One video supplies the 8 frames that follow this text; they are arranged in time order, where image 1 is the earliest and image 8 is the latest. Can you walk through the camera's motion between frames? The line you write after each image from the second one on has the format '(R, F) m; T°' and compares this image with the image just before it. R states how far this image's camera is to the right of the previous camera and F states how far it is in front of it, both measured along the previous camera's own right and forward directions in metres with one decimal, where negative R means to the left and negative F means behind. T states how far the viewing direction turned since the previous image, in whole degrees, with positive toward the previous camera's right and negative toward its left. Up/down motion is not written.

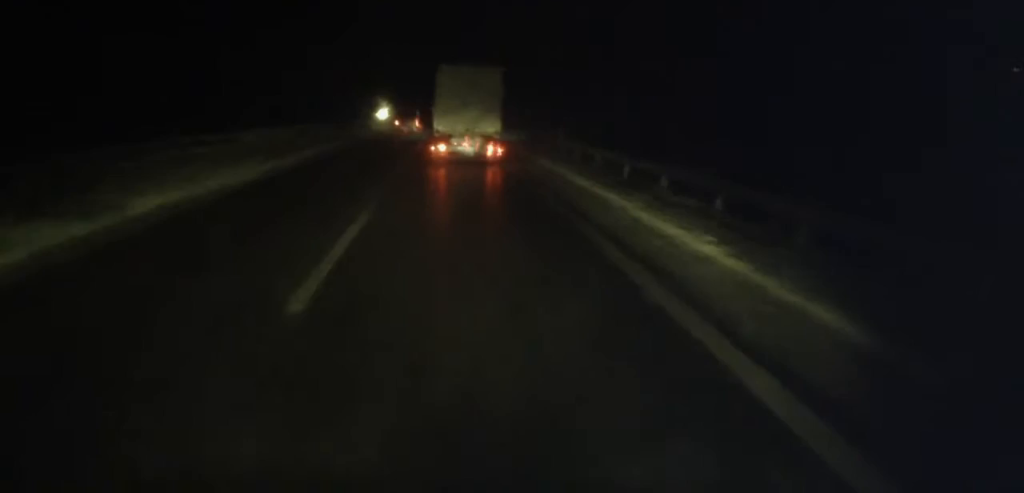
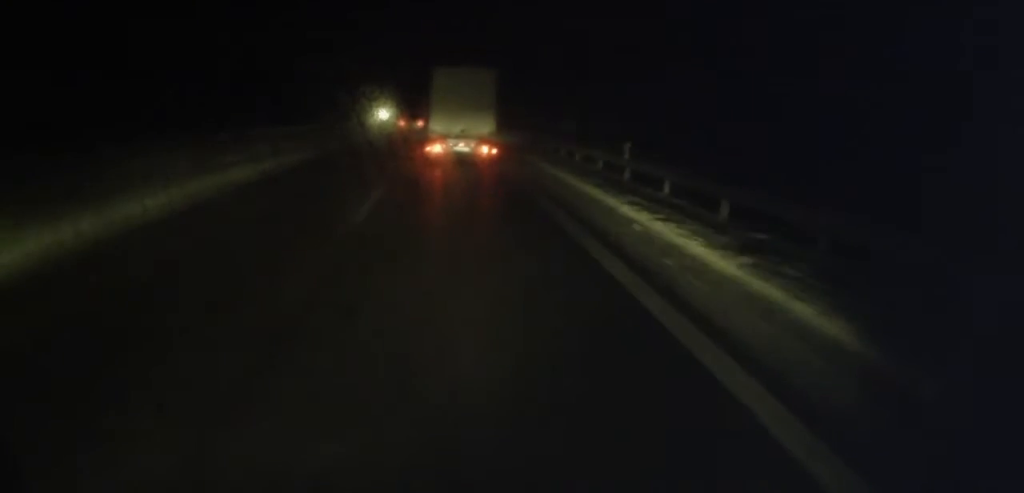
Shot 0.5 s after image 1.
(-0.1, +12.5) m; 0°
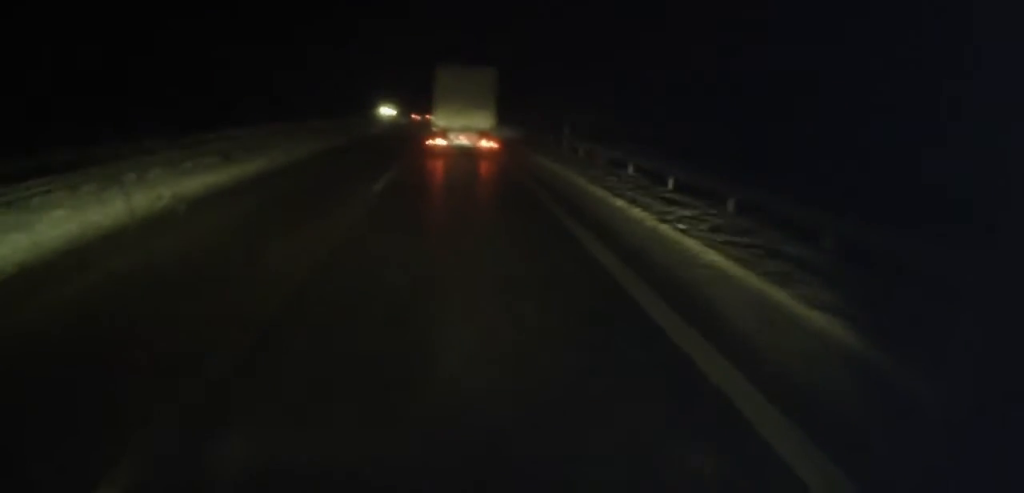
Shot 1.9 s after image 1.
(+0.1, +32.3) m; -1°
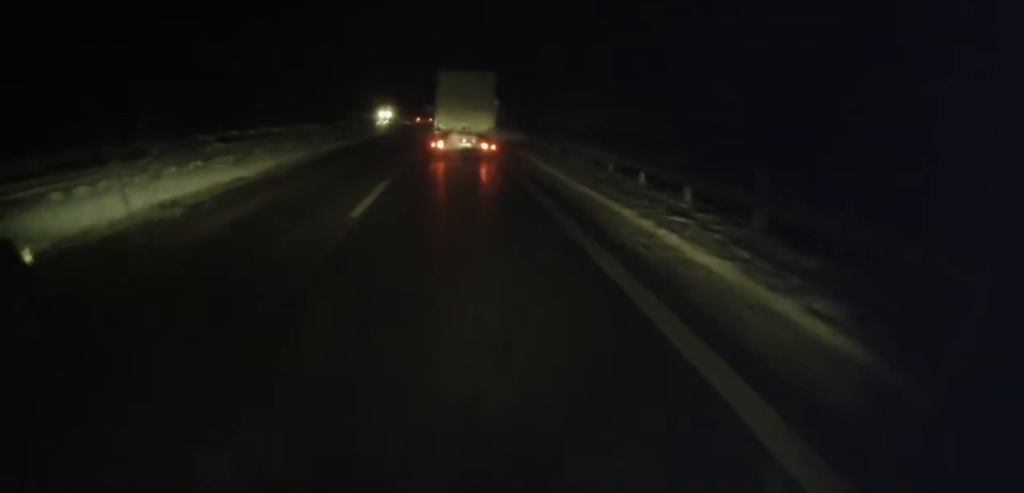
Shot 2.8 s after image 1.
(-0.2, +21.1) m; -1°
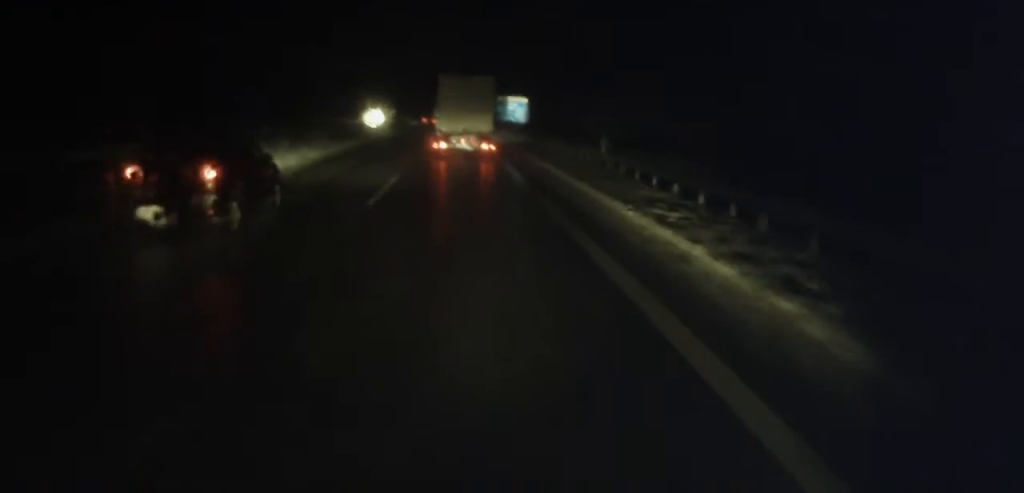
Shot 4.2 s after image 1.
(-0.1, +33.6) m; 0°
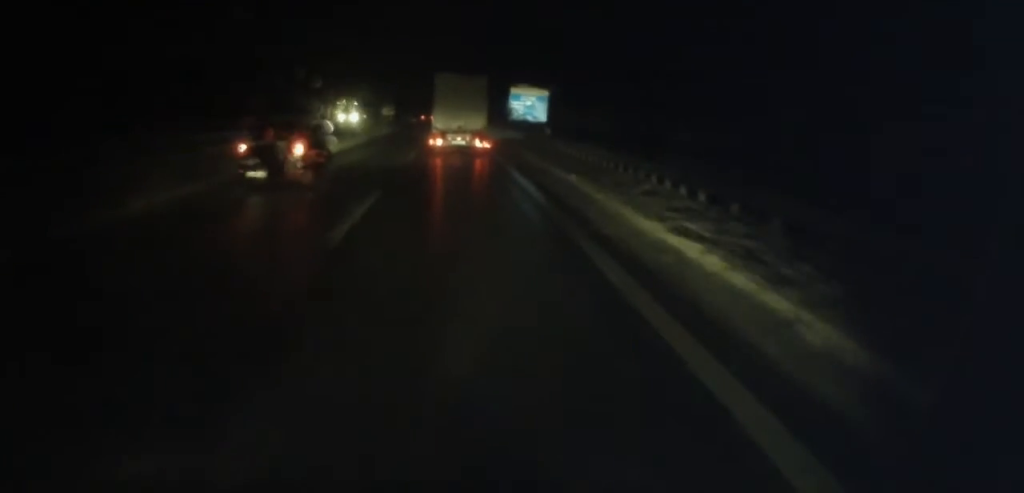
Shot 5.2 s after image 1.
(0.0, +21.9) m; -1°
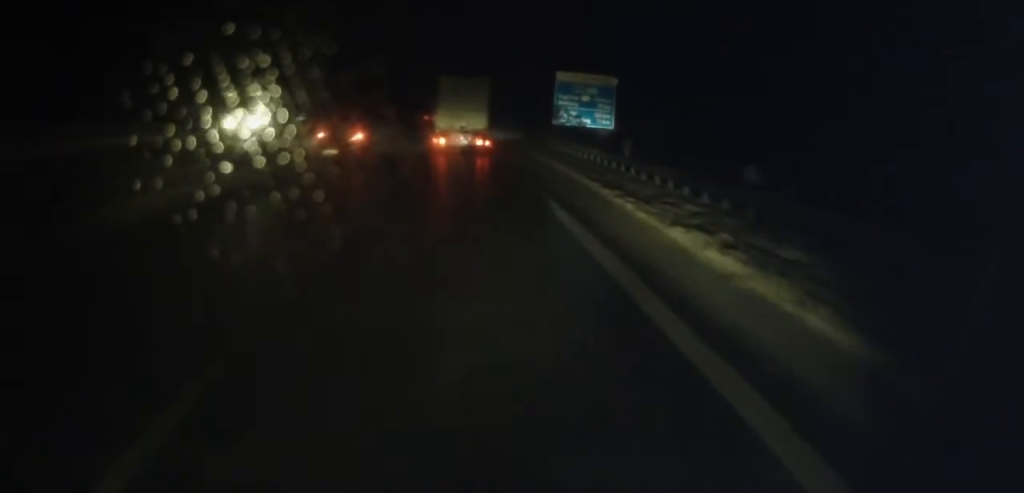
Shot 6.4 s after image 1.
(-0.7, +28.9) m; -2°
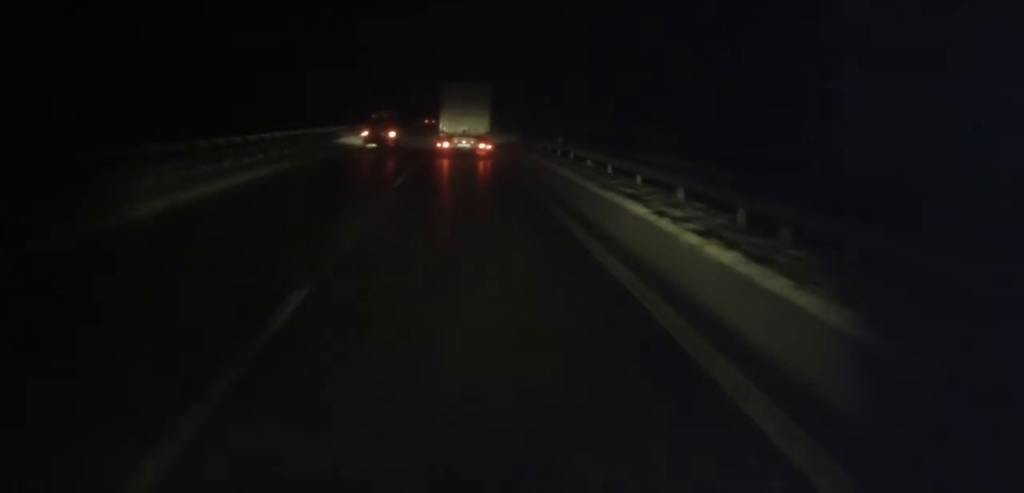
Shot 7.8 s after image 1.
(-0.2, +32.4) m; -1°
